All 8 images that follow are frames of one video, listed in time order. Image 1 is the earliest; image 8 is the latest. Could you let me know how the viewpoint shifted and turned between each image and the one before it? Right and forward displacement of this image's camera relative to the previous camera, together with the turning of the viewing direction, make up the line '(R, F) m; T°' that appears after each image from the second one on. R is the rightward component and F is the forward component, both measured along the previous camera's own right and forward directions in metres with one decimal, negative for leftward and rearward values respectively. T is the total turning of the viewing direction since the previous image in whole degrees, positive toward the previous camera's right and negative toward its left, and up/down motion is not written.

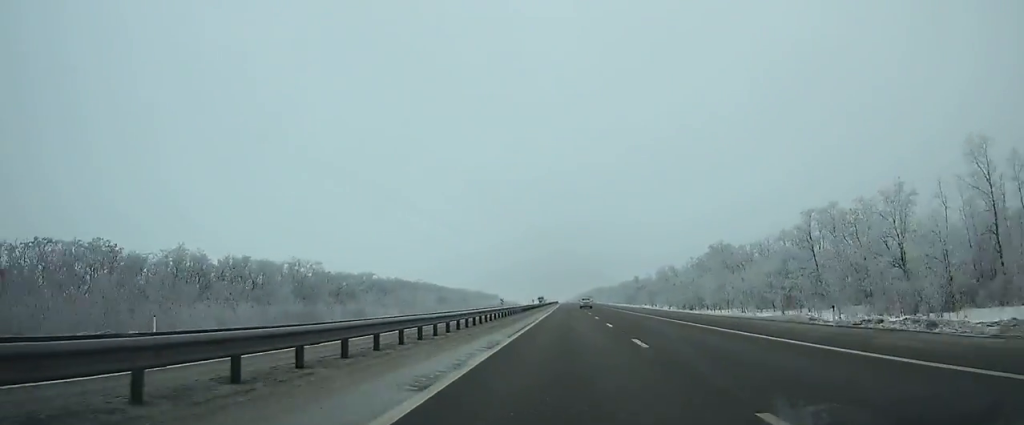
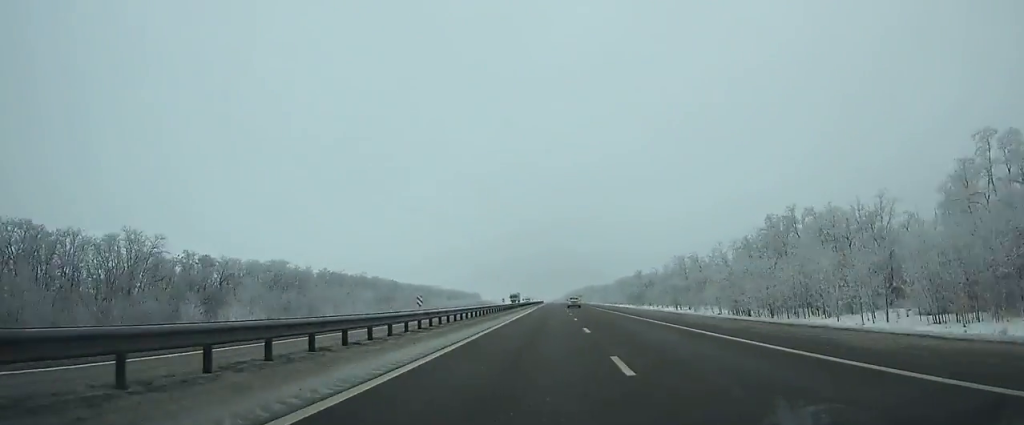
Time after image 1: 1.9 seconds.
(+0.5, +53.4) m; 0°
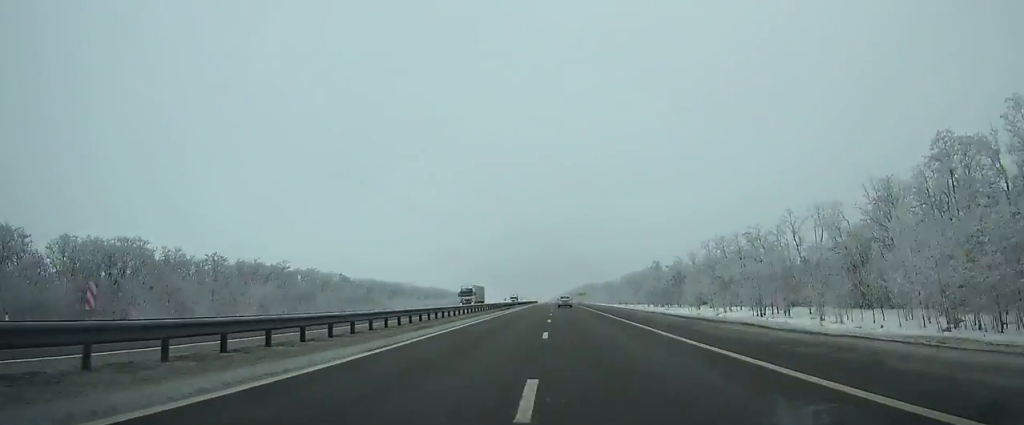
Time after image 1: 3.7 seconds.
(+0.4, +50.4) m; 0°
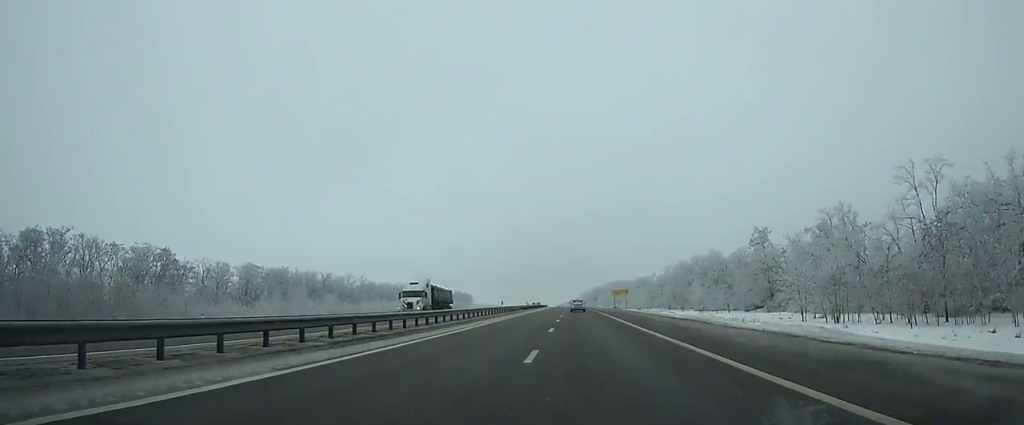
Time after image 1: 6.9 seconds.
(-1.0, +87.9) m; -1°
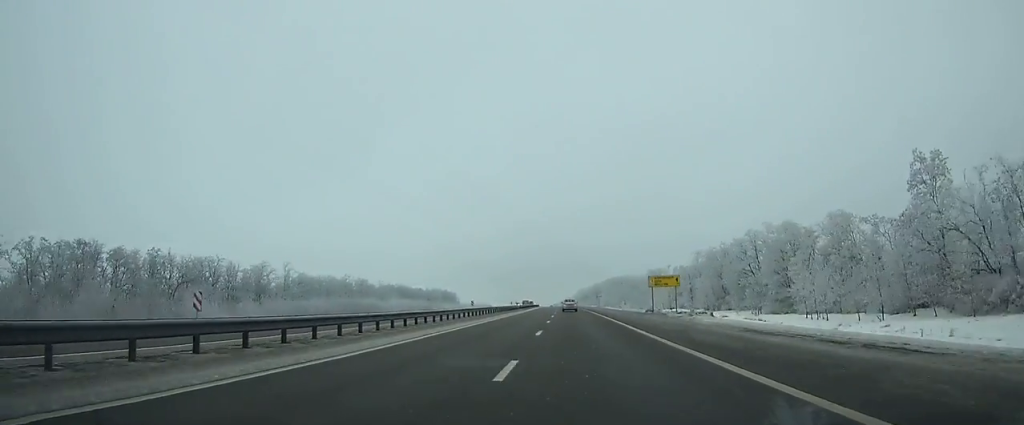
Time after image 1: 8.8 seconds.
(-0.2, +51.7) m; 0°
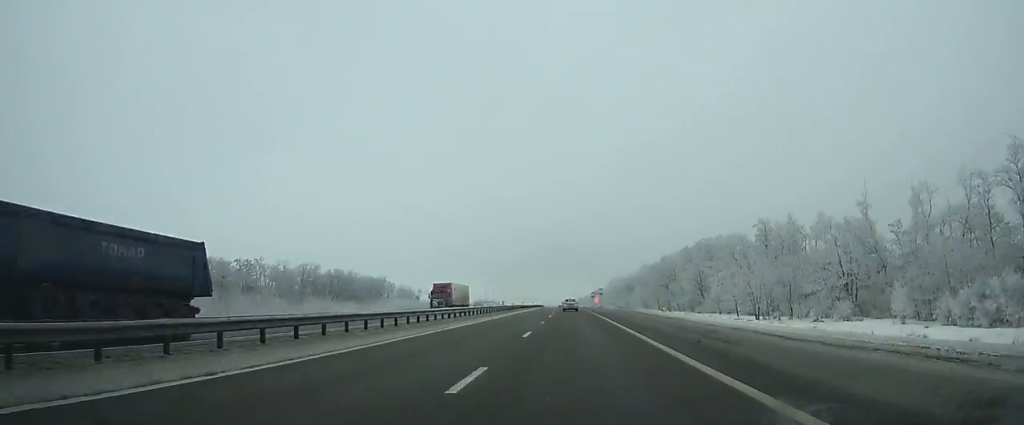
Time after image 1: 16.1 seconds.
(-2.8, +200.0) m; -2°
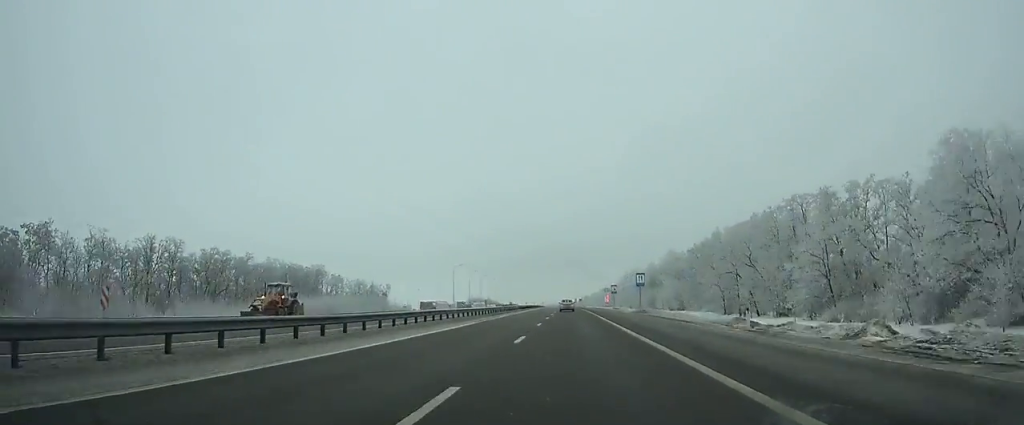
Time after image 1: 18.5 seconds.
(-0.5, +67.3) m; -1°
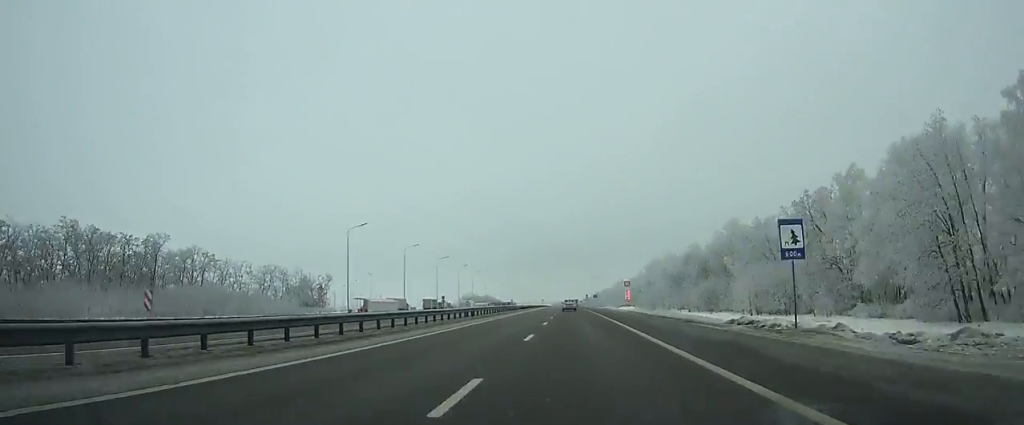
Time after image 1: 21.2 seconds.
(-0.3, +74.3) m; -1°
